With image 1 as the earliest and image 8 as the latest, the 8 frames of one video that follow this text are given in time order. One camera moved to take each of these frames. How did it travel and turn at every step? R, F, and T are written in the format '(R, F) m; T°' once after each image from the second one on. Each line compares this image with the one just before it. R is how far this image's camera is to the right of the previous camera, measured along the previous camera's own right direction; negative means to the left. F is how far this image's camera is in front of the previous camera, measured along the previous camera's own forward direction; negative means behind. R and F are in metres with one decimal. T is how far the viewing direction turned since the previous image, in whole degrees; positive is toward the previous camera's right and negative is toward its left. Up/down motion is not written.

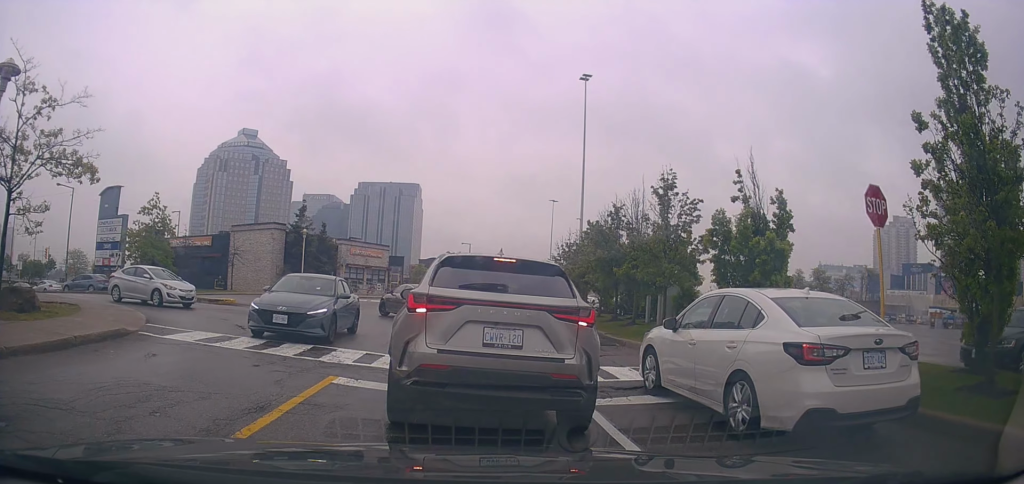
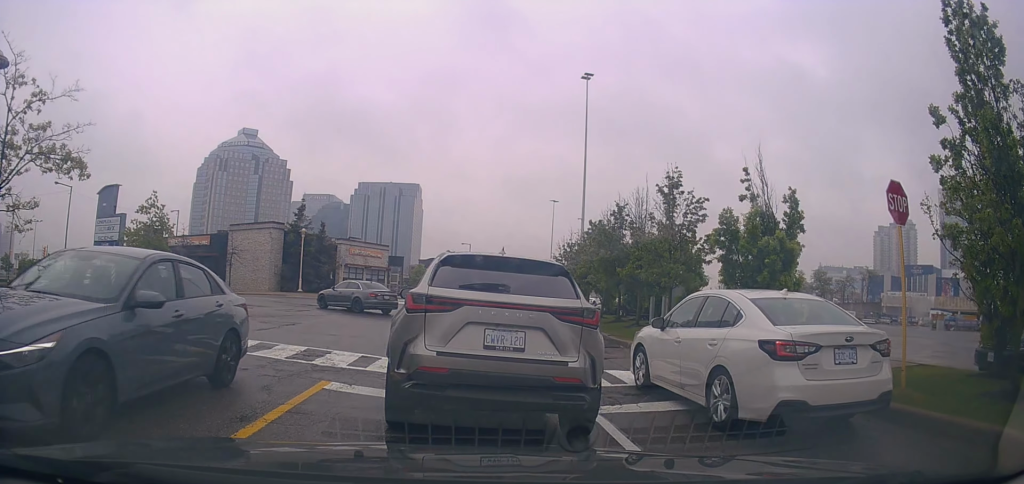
(+0.2, +0.9) m; 0°
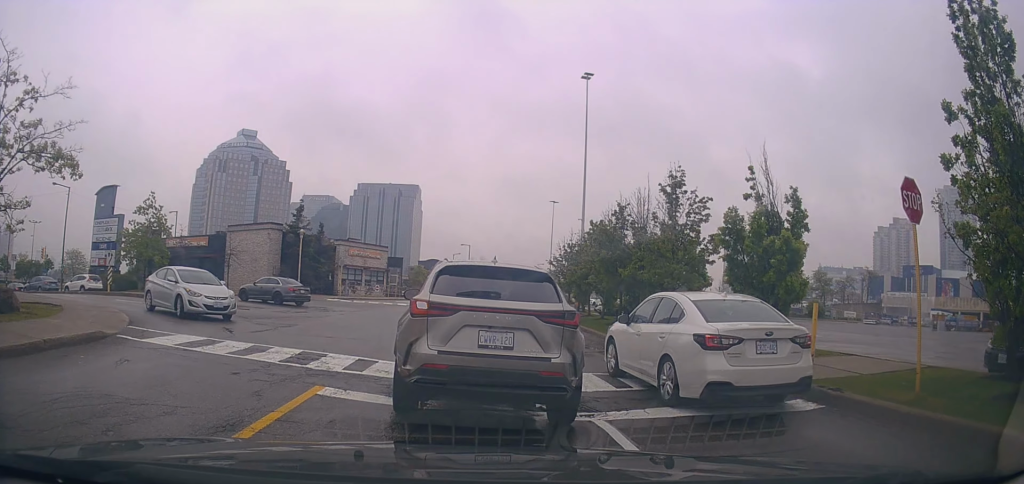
(-0.4, +0.7) m; 0°
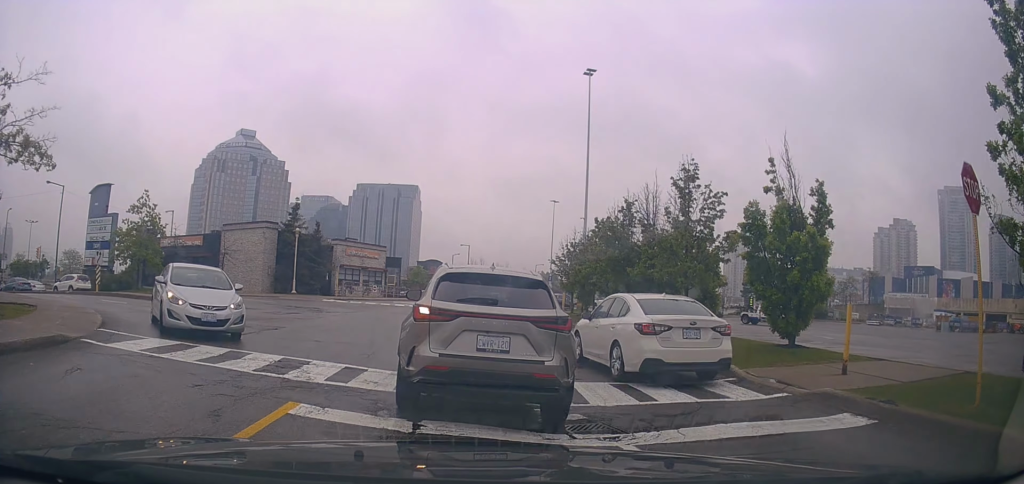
(-0.4, +0.6) m; 0°
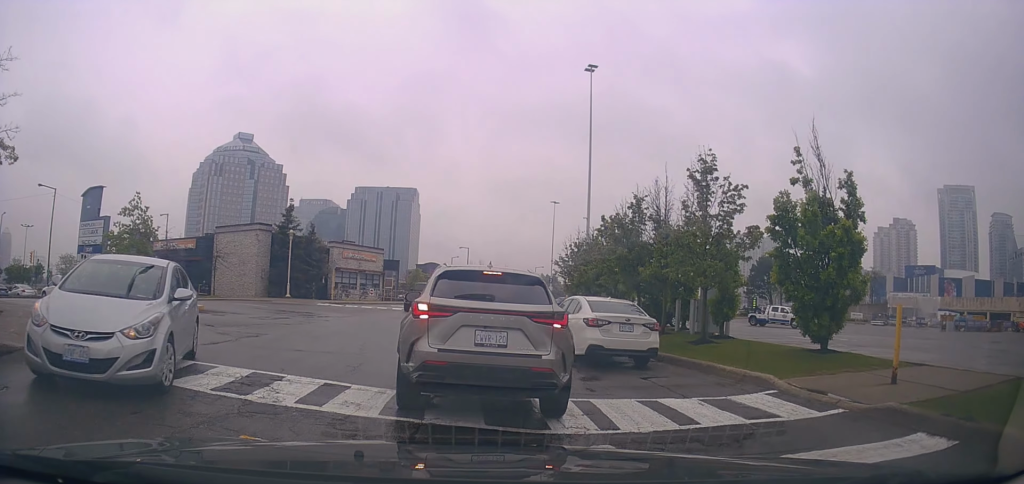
(0.0, +0.7) m; 0°
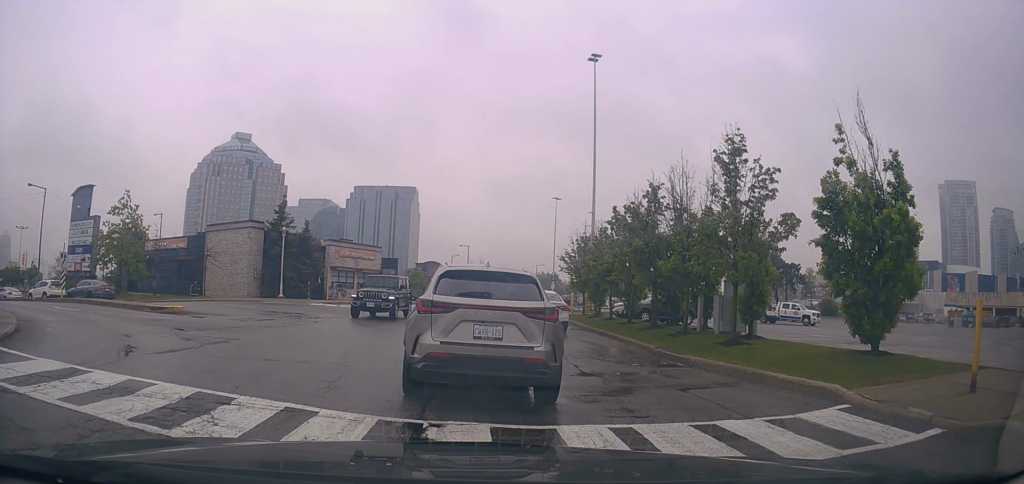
(+0.1, +1.3) m; 0°
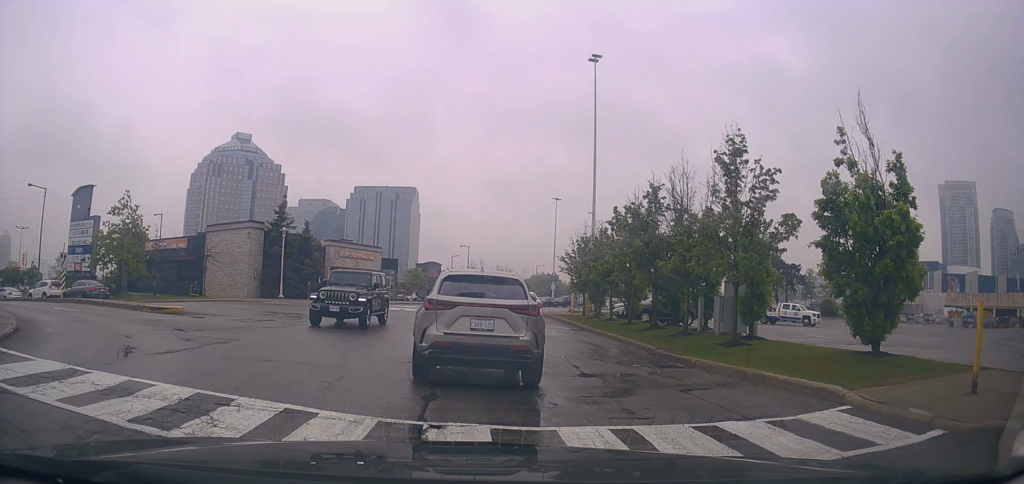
(+0.1, +0.4) m; 0°
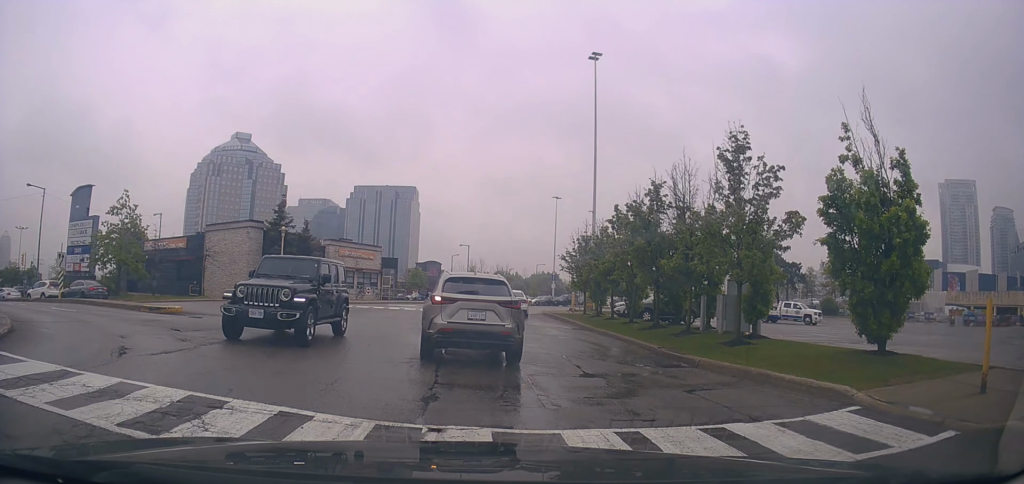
(+0.1, +0.4) m; 0°
